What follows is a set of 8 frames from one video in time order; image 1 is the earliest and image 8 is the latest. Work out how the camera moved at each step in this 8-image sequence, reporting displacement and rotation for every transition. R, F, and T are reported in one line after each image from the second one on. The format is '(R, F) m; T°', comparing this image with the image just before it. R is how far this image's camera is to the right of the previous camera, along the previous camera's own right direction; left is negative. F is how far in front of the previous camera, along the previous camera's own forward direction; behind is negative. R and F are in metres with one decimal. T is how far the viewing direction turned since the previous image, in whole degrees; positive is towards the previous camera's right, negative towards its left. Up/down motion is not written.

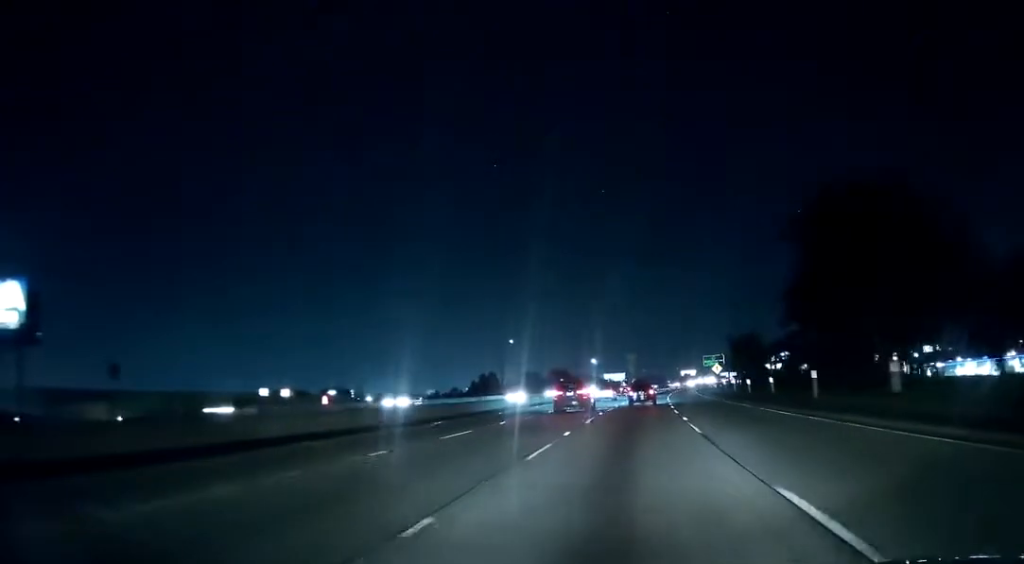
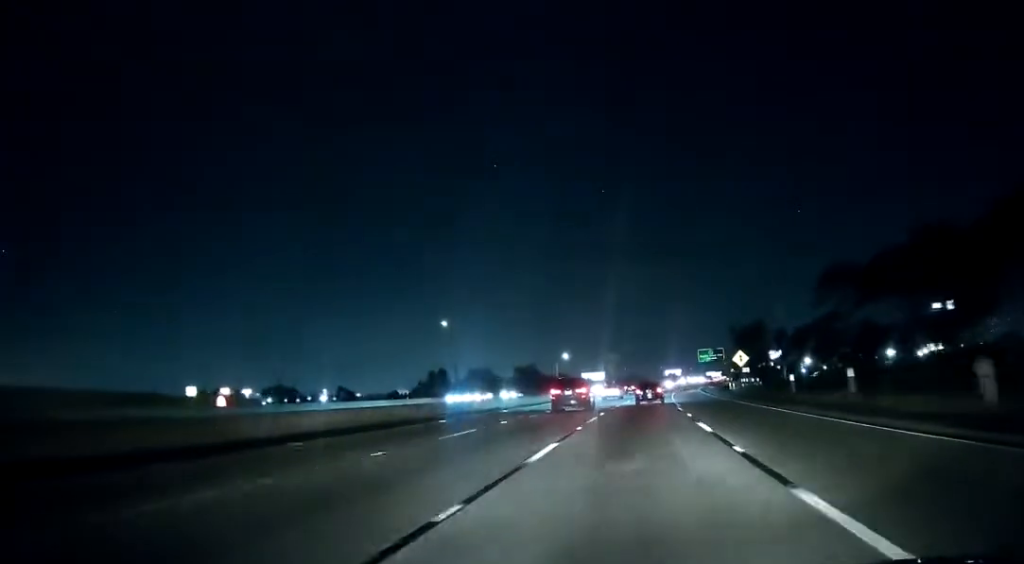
(+1.0, +44.2) m; +1°
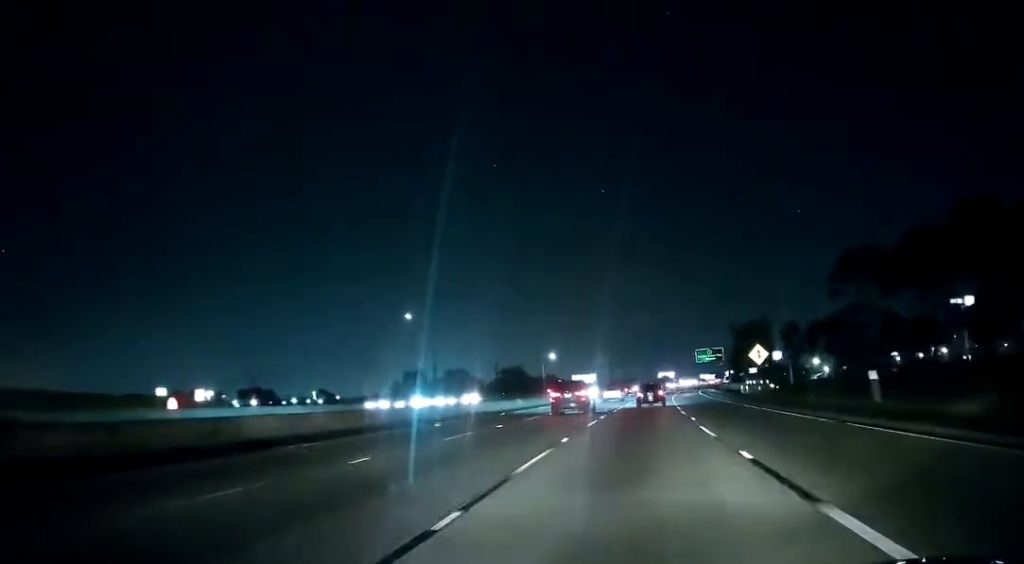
(0.0, +16.3) m; 0°
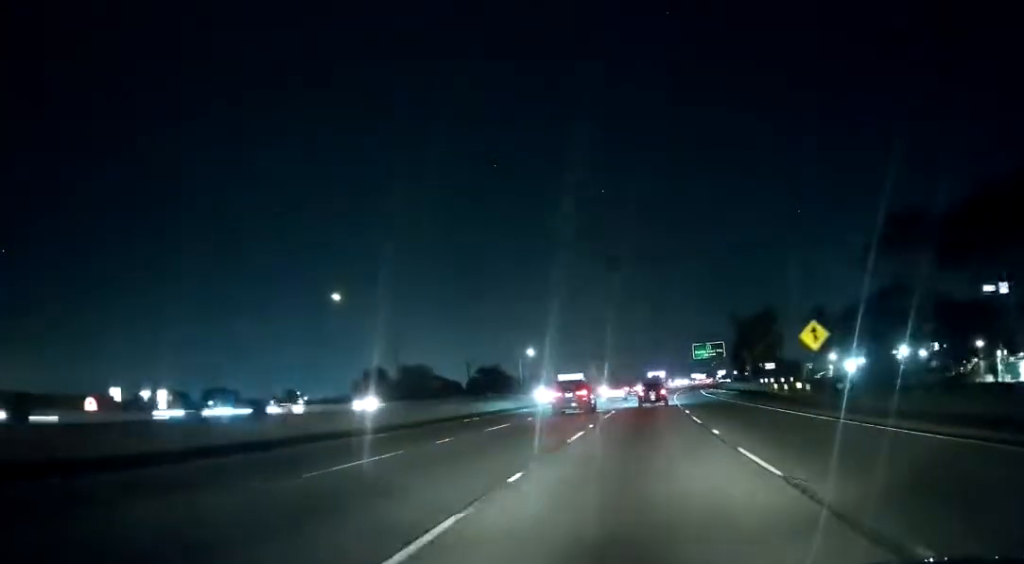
(-0.2, +22.1) m; +1°
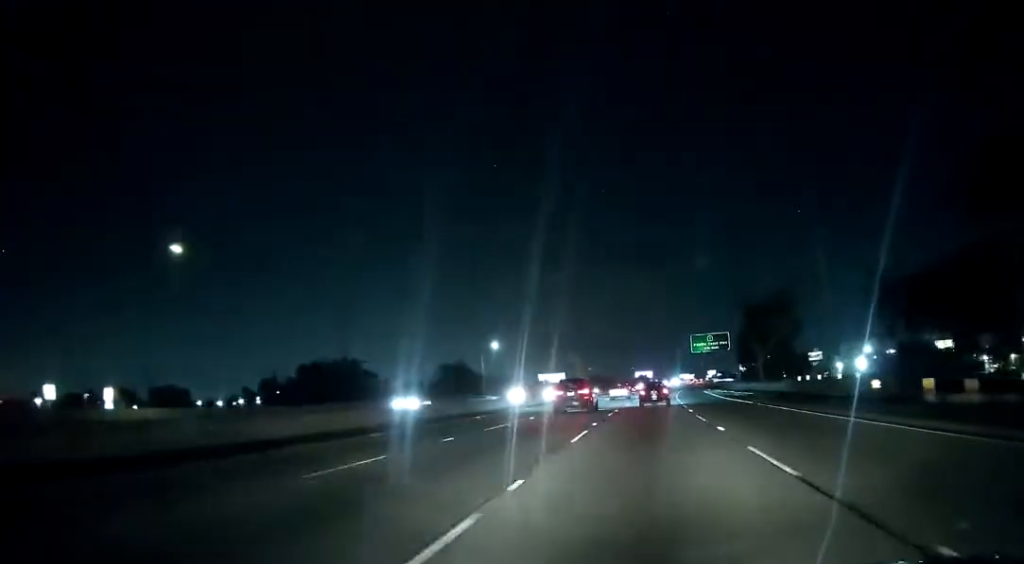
(+0.9, +29.9) m; +2°
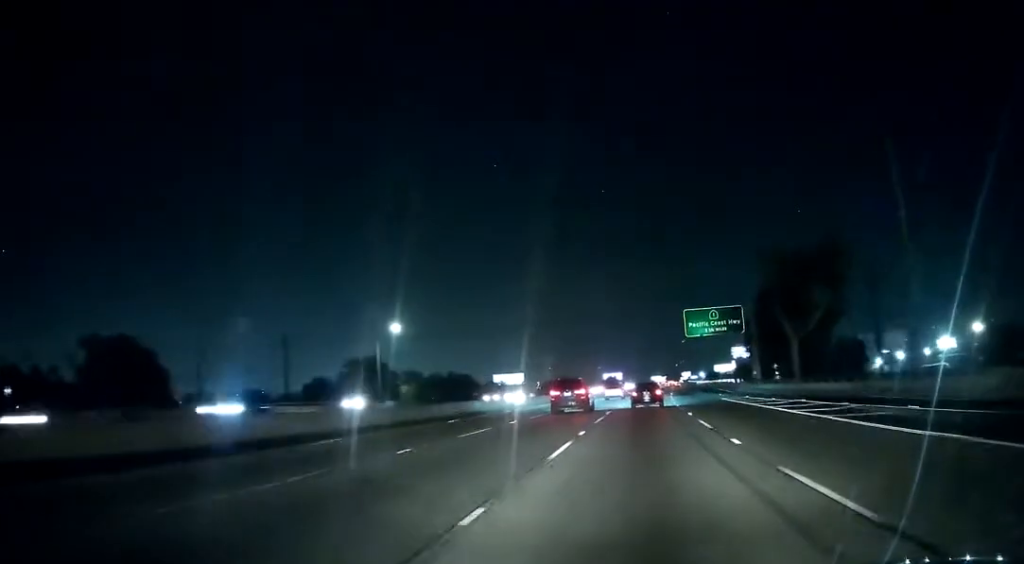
(+1.0, +48.2) m; +3°
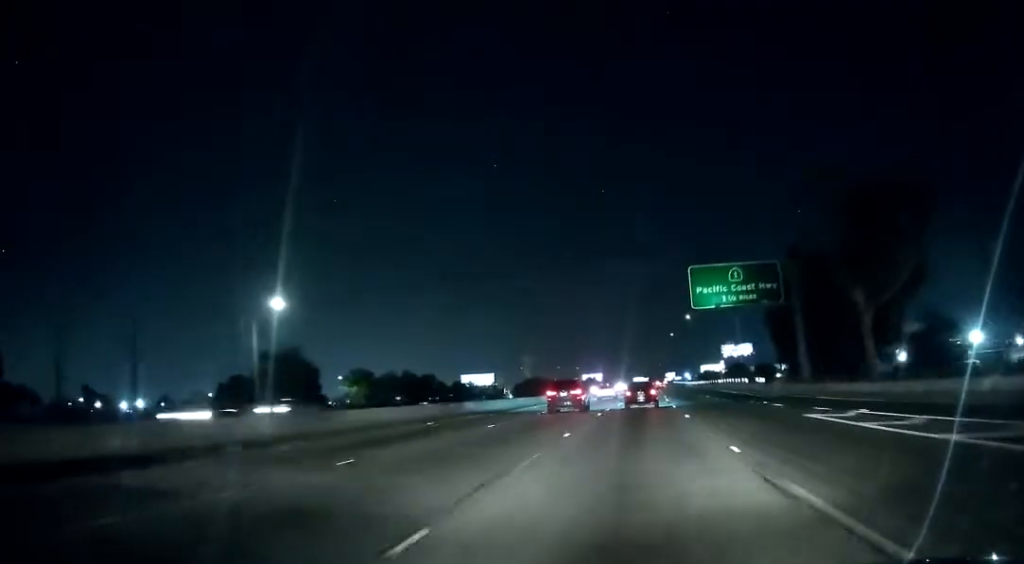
(+0.2, +31.5) m; 0°
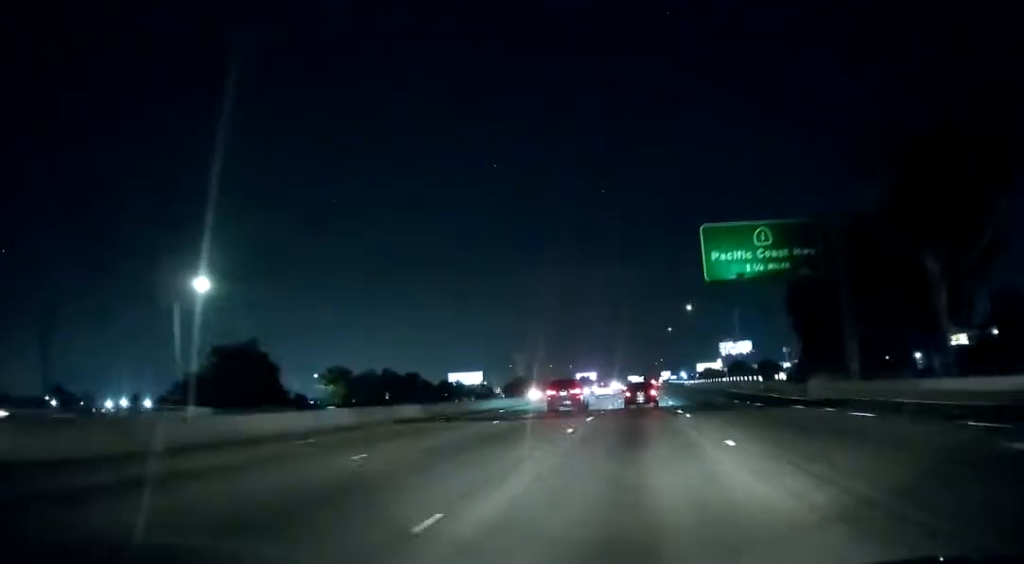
(0.0, +13.2) m; 0°
